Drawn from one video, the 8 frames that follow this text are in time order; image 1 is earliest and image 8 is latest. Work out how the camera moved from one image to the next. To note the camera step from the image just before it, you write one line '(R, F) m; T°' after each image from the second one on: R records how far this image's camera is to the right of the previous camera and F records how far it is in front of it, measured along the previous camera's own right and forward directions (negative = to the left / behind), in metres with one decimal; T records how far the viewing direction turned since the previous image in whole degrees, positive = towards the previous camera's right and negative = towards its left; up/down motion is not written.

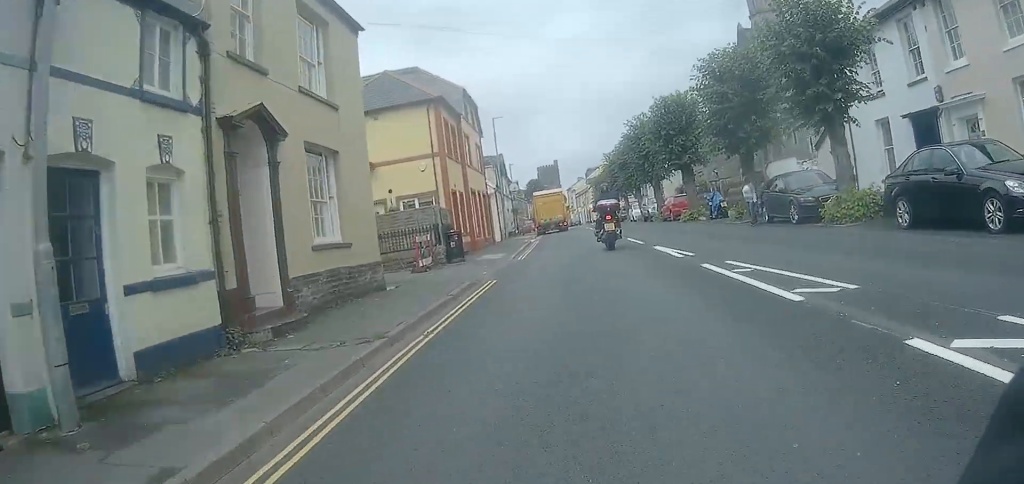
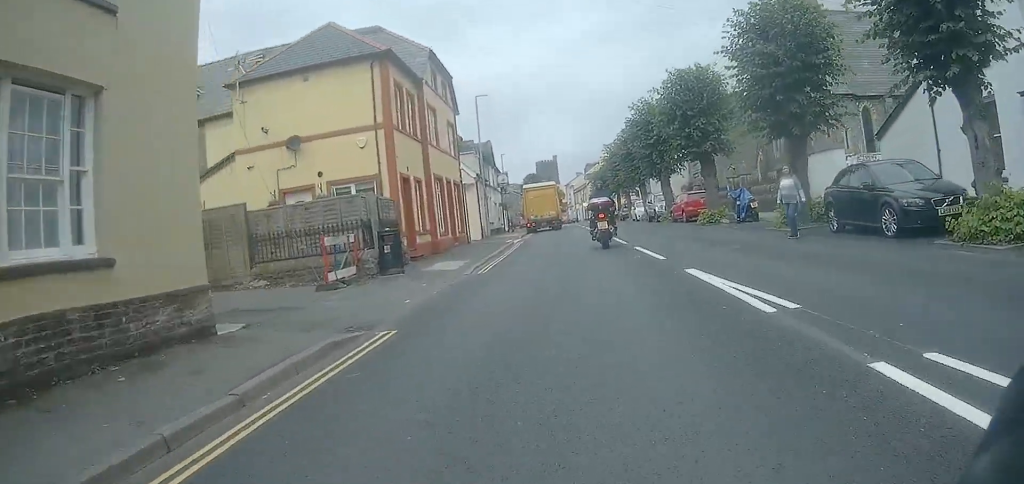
(0.0, +6.2) m; -1°
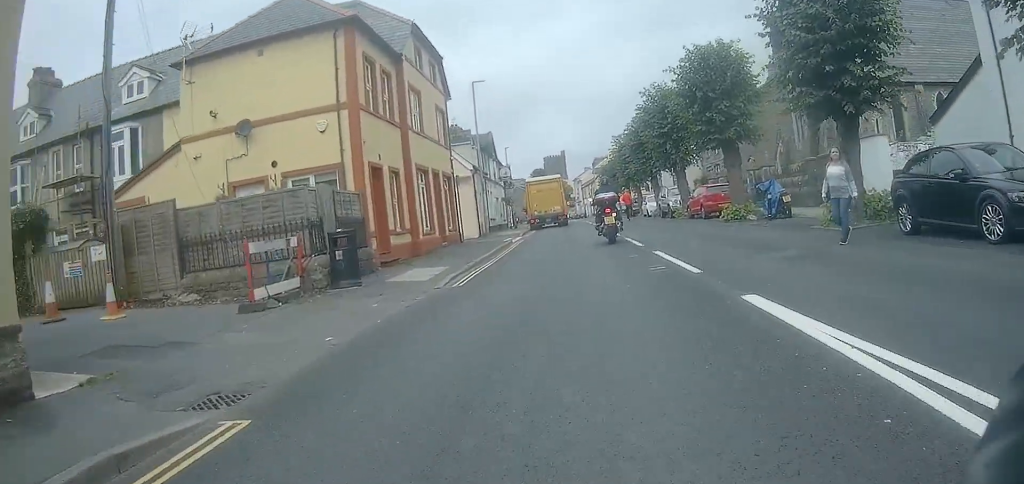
(0.0, +3.2) m; -1°
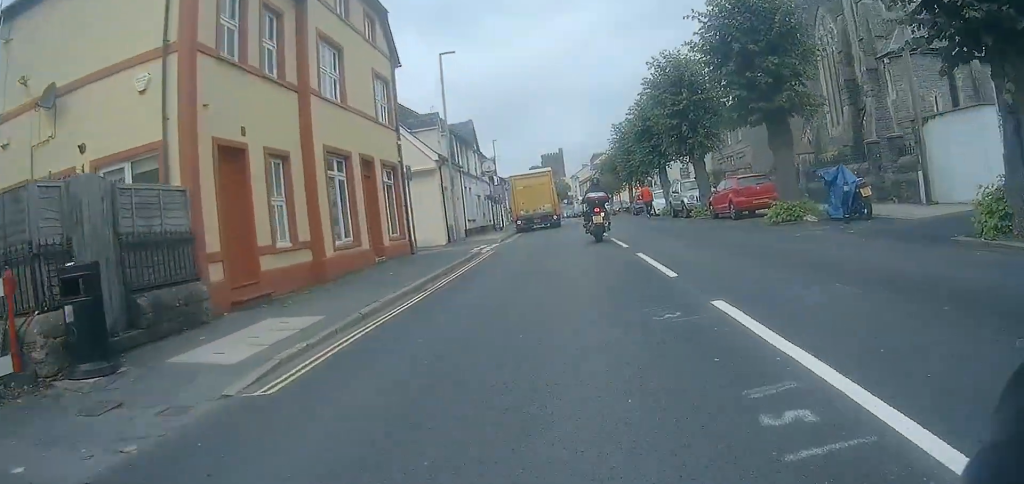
(-0.1, +6.6) m; -1°
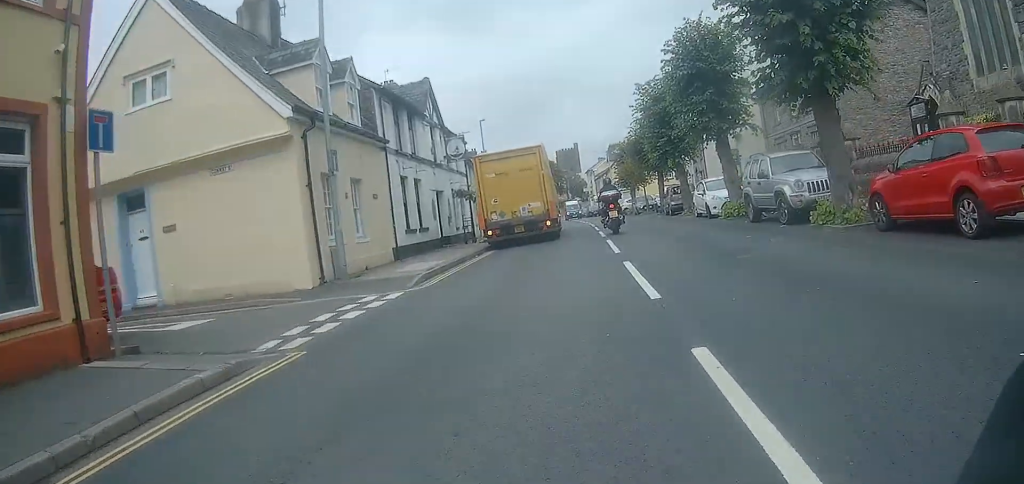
(-0.3, +13.5) m; -2°
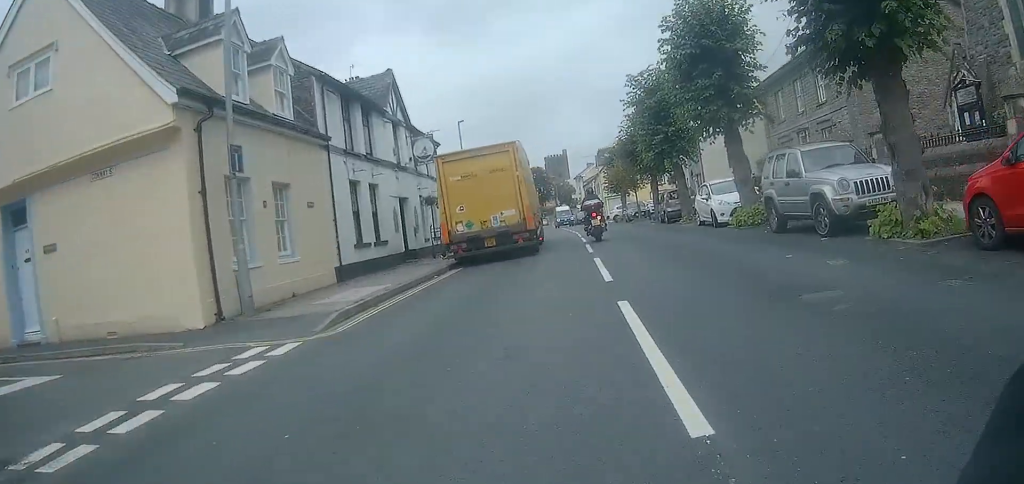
(0.0, +3.6) m; 0°
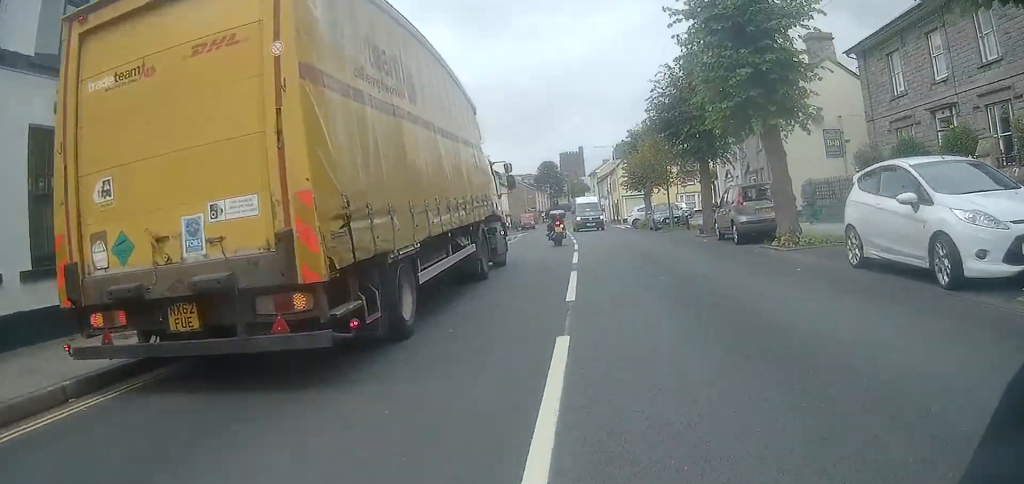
(+0.2, +13.7) m; -1°
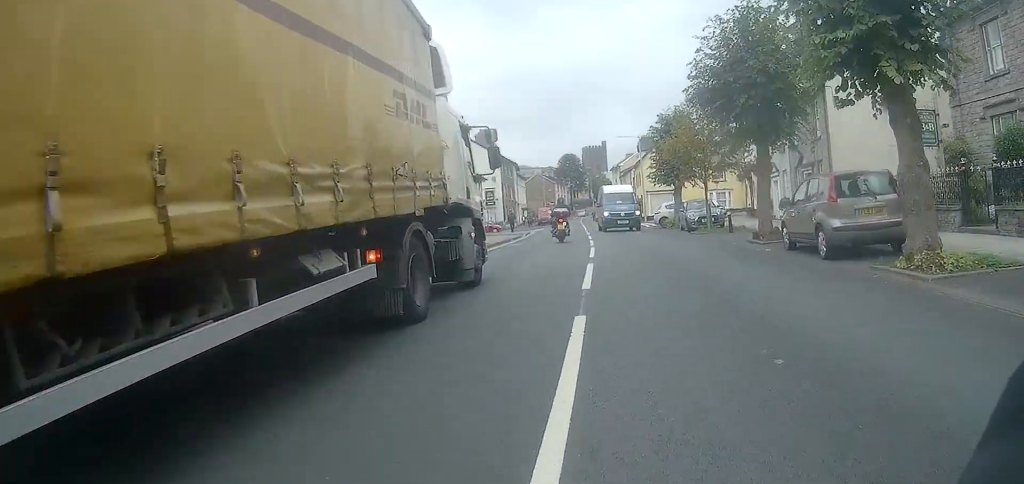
(+0.1, +5.3) m; -4°
